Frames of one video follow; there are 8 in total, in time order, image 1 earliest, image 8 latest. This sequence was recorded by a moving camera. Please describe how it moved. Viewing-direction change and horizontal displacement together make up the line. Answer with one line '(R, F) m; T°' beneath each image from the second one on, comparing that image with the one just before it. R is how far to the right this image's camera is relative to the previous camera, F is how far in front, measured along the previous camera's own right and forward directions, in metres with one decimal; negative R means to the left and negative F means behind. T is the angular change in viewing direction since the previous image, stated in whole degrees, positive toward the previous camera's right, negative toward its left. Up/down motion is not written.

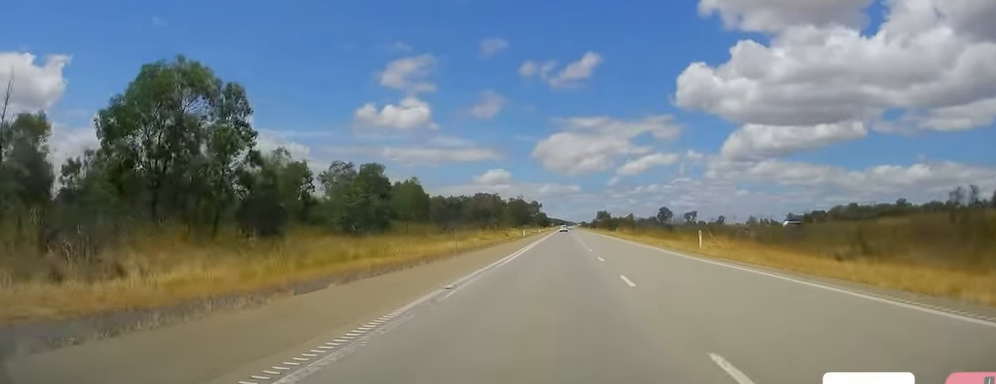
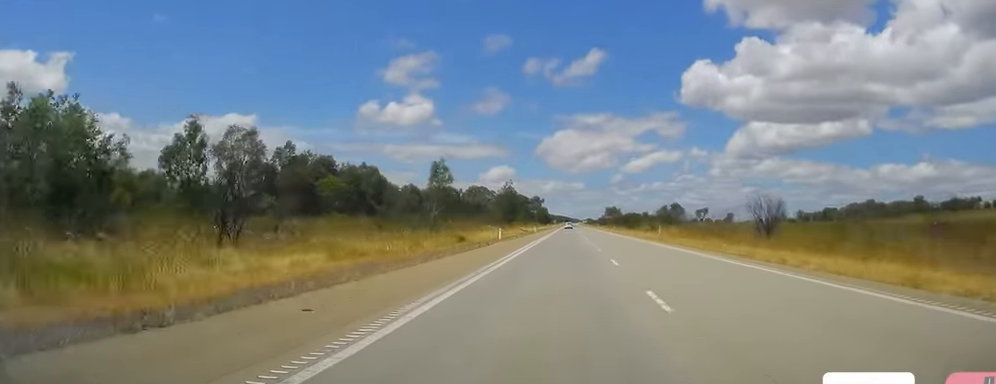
(-0.1, +41.0) m; -1°
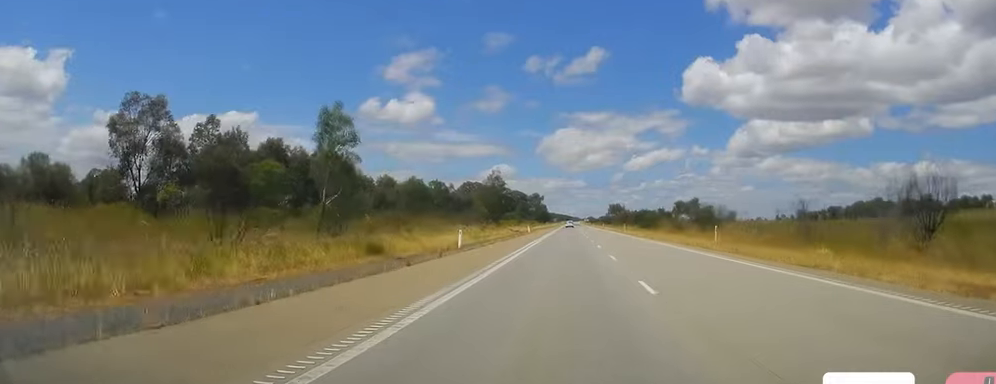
(-0.3, +21.4) m; -1°
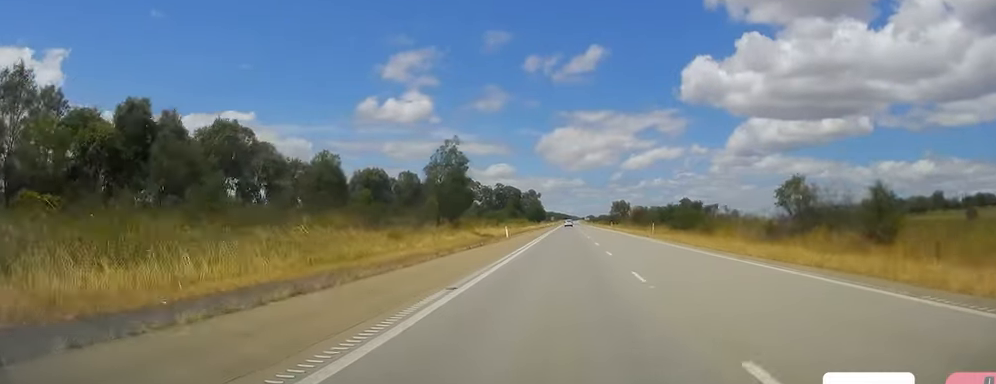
(-0.1, +33.1) m; +1°
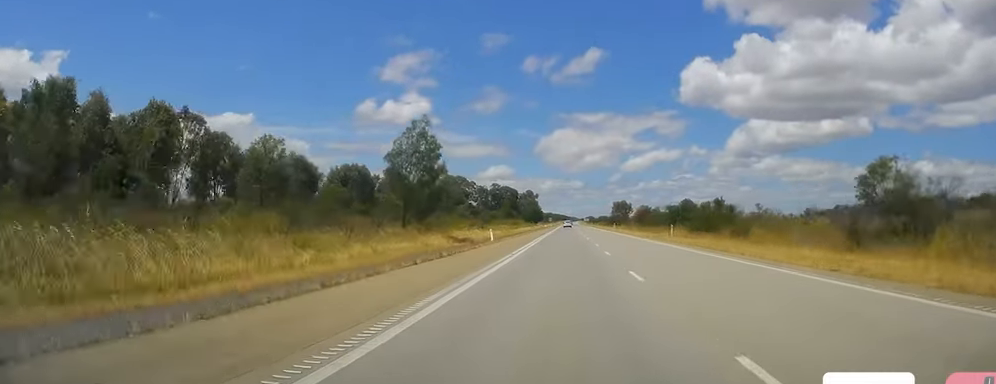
(+0.4, +11.7) m; +1°
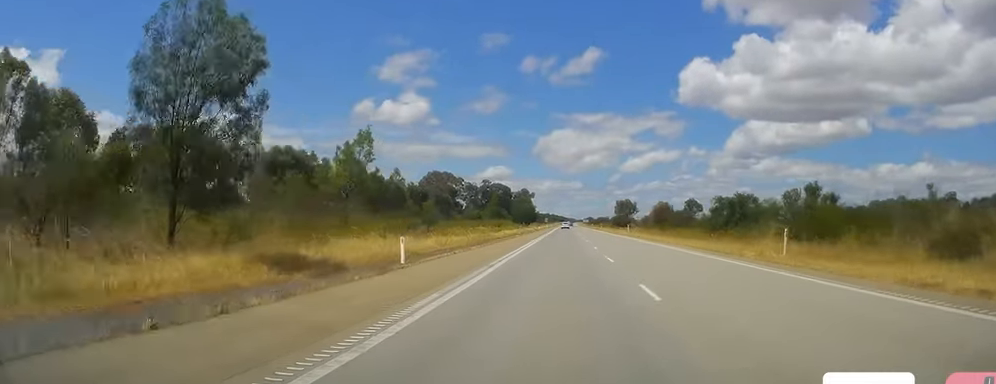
(-0.3, +27.2) m; -1°
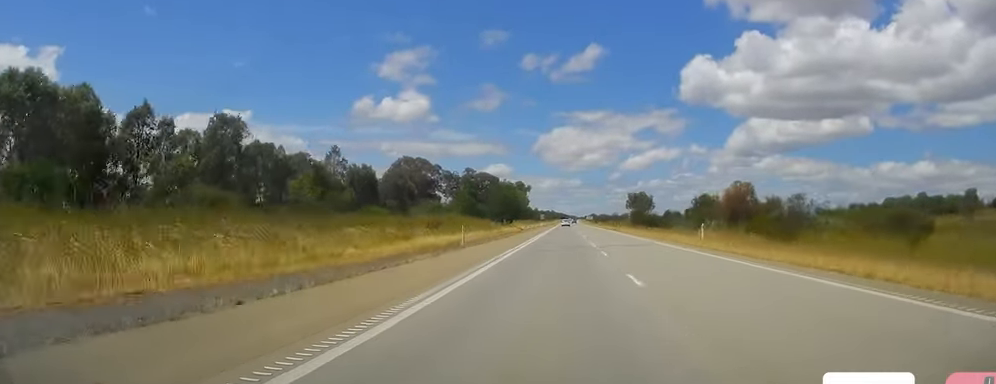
(+0.3, +45.7) m; +1°
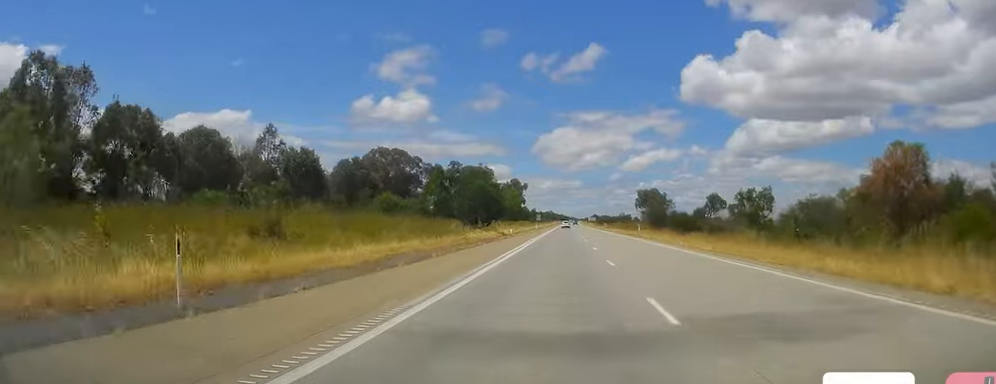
(+0.1, +28.1) m; -1°
